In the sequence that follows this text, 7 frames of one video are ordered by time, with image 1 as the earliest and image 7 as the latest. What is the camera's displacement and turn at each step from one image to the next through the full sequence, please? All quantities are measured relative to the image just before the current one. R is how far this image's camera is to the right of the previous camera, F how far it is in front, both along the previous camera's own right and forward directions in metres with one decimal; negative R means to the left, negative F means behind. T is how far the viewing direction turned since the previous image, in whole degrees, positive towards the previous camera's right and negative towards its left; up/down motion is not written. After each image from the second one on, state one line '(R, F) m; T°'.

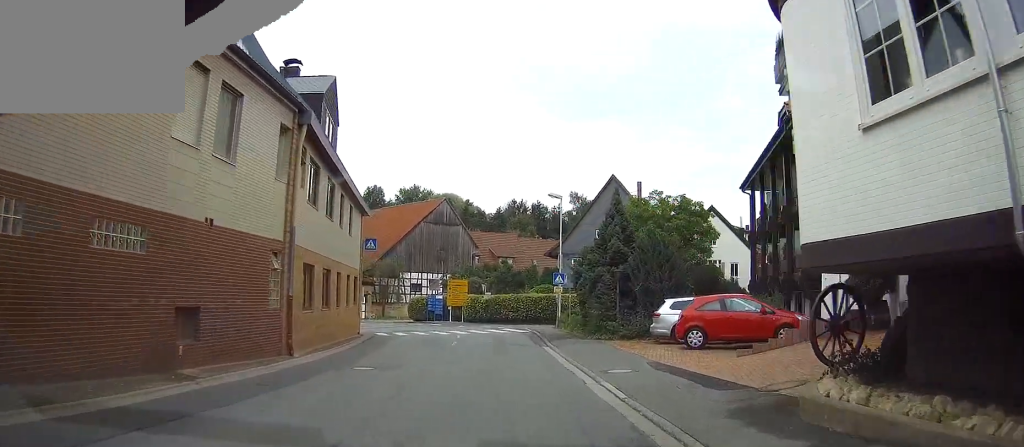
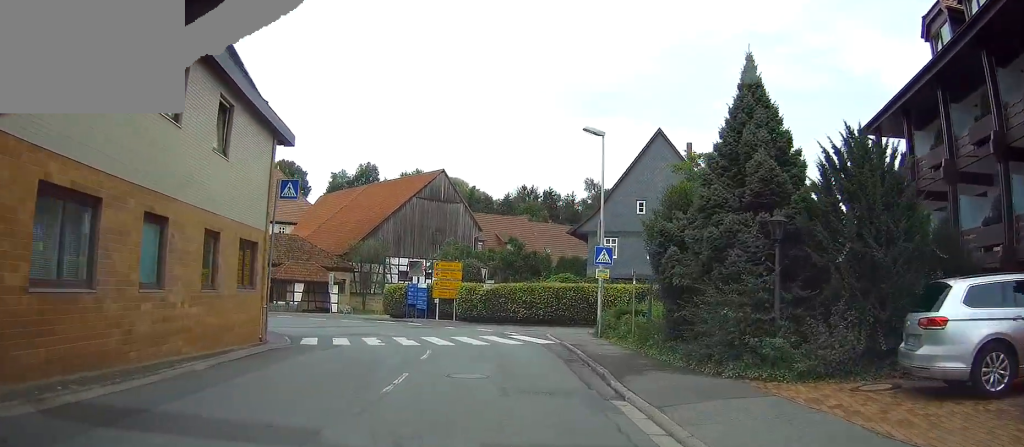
(+0.7, +15.3) m; +1°
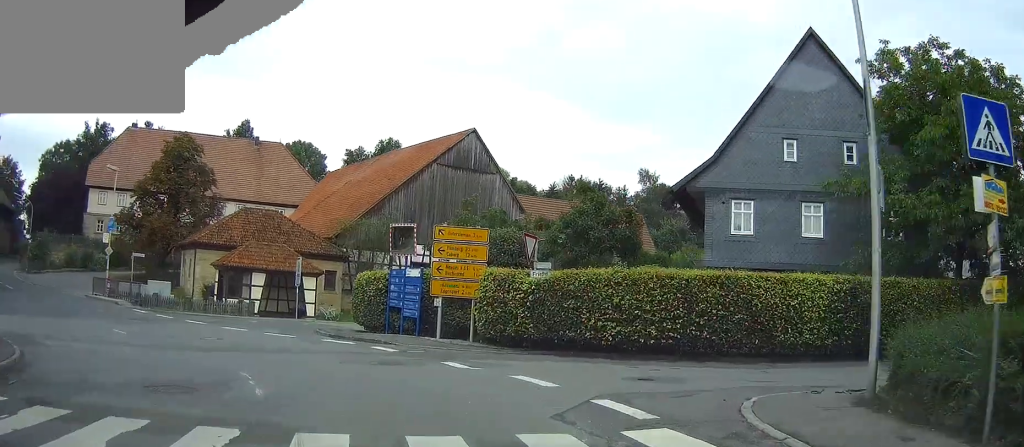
(-1.0, +18.7) m; -7°
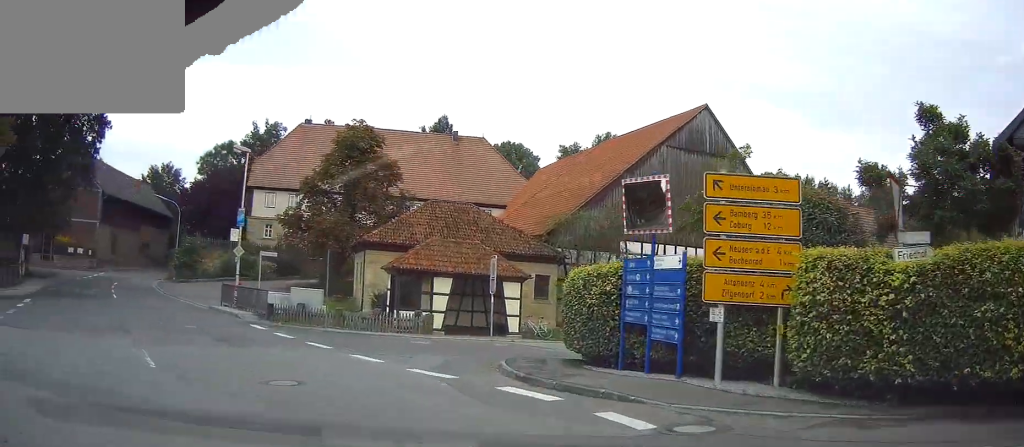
(-0.5, +9.5) m; -14°
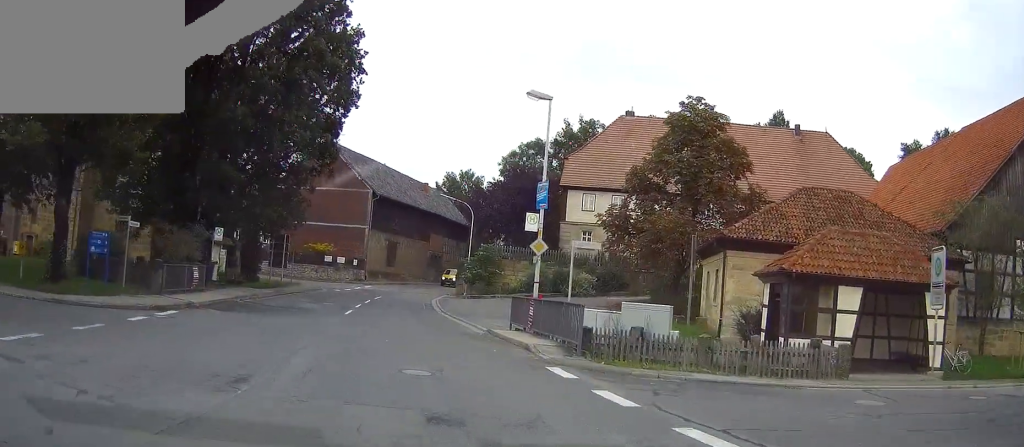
(-2.7, +10.5) m; -26°
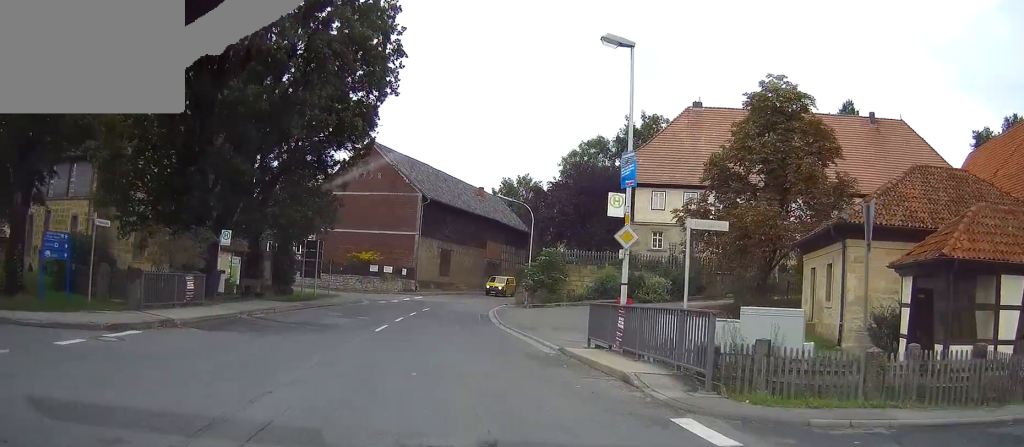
(-0.5, +5.4) m; -6°
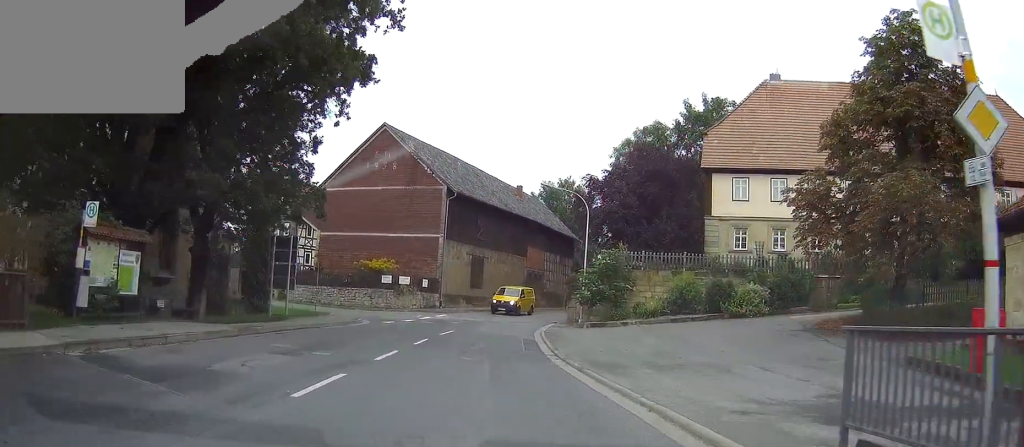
(-0.5, +11.4) m; -2°
